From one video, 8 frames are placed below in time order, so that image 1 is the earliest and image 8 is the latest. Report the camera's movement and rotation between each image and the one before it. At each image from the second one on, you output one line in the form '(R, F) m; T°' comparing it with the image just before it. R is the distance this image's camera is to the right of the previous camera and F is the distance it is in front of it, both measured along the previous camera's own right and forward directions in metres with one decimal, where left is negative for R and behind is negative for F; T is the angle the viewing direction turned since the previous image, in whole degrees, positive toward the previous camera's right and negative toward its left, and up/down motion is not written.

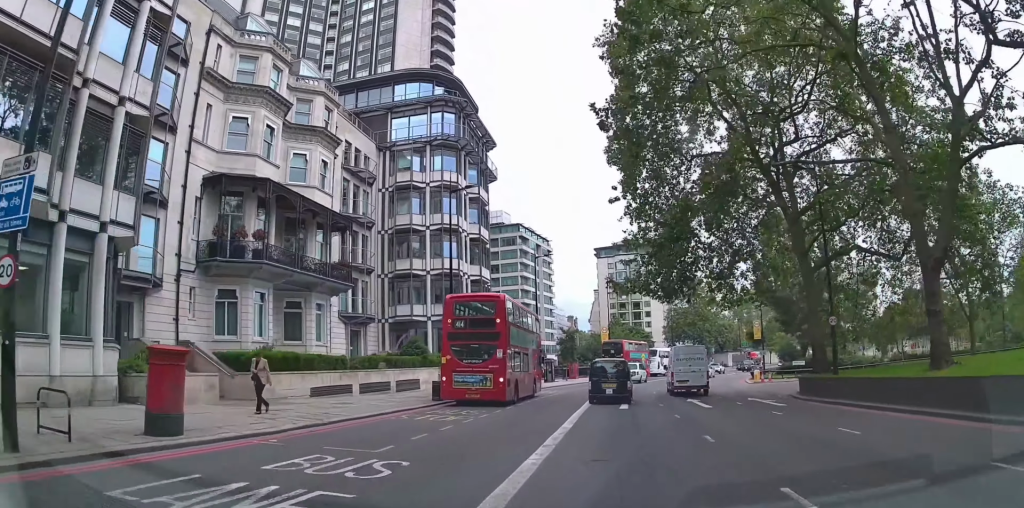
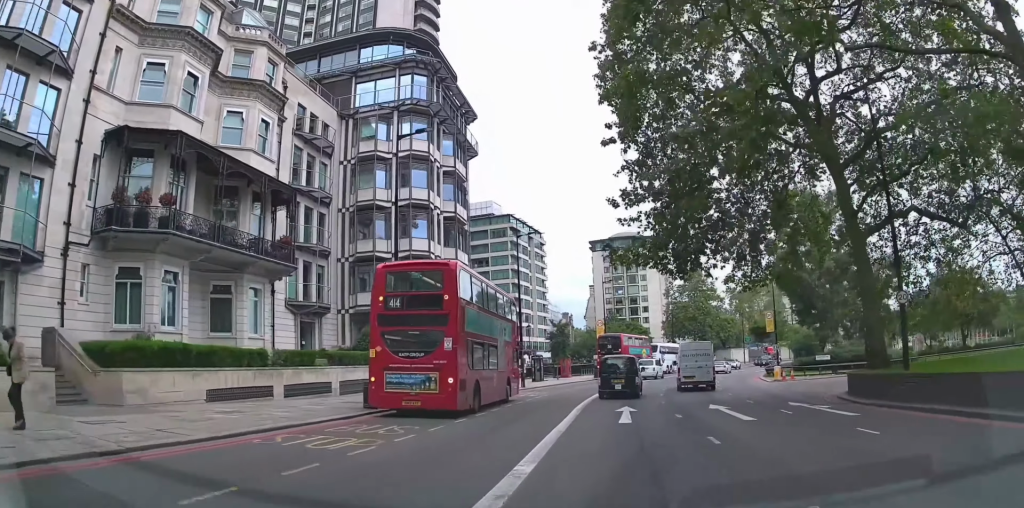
(+0.3, +6.8) m; +3°
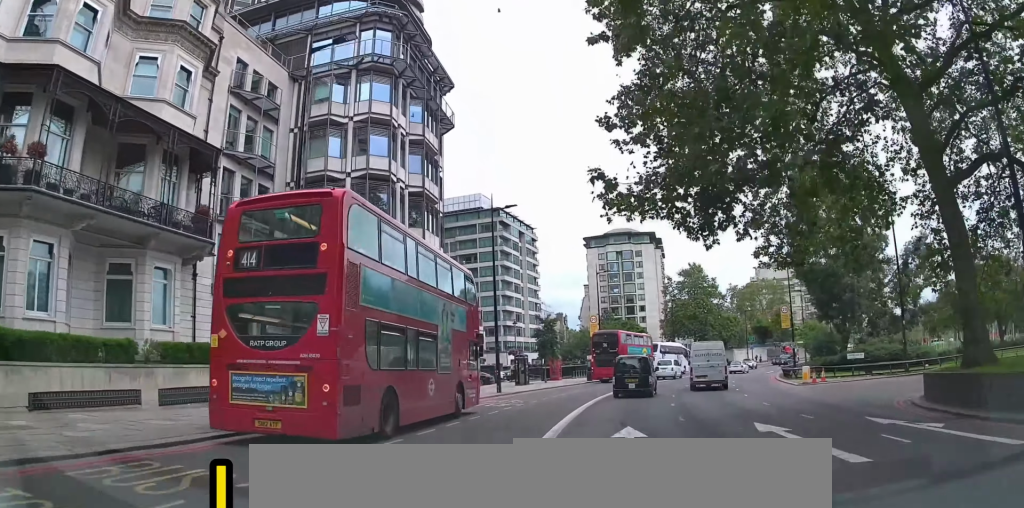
(+0.2, +7.0) m; +1°
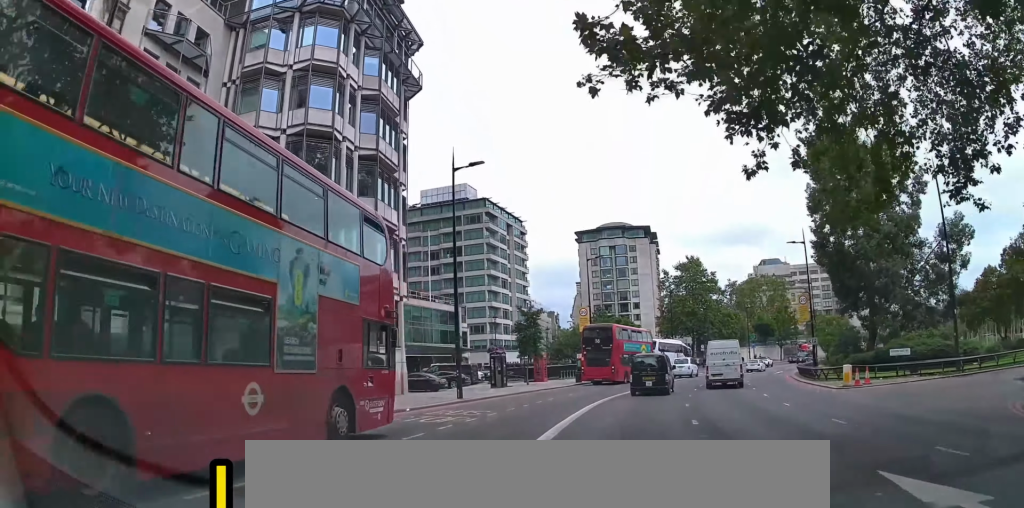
(0.0, +7.1) m; 0°
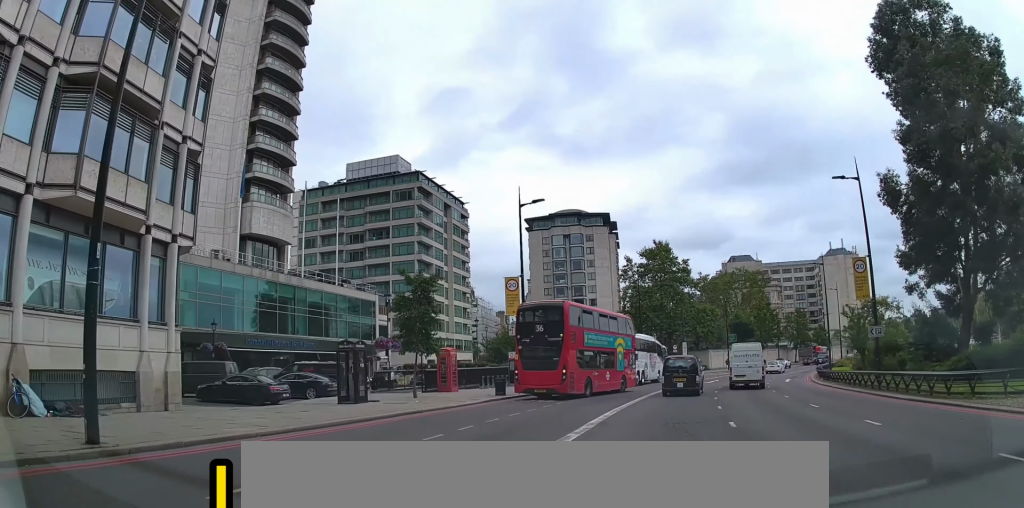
(+0.1, +17.4) m; +2°
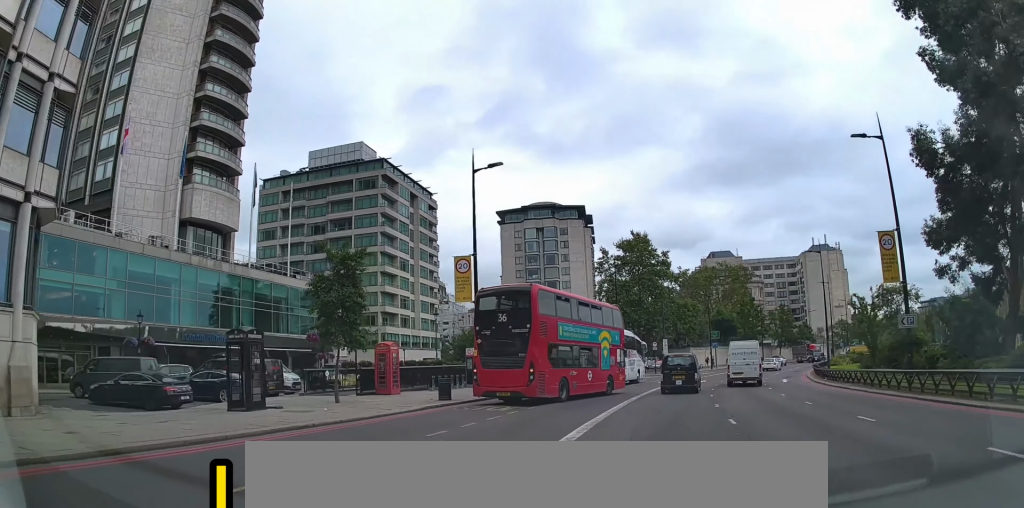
(0.0, +5.3) m; +1°
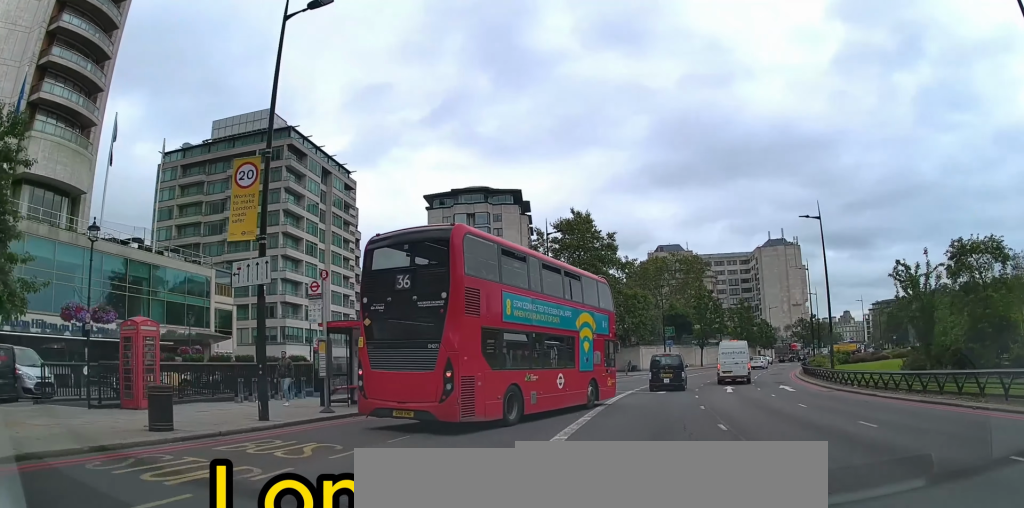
(+0.4, +12.1) m; +4°
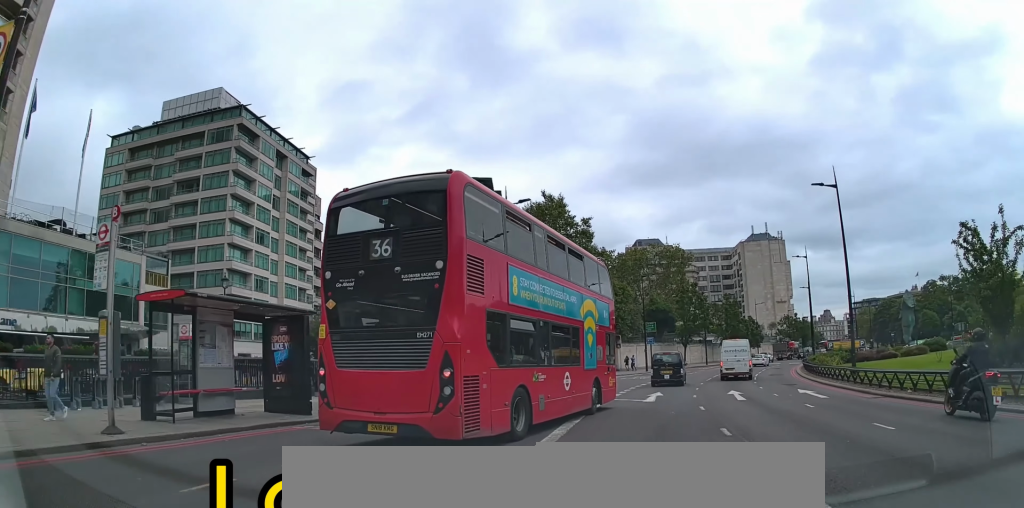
(+0.1, +7.2) m; +1°
